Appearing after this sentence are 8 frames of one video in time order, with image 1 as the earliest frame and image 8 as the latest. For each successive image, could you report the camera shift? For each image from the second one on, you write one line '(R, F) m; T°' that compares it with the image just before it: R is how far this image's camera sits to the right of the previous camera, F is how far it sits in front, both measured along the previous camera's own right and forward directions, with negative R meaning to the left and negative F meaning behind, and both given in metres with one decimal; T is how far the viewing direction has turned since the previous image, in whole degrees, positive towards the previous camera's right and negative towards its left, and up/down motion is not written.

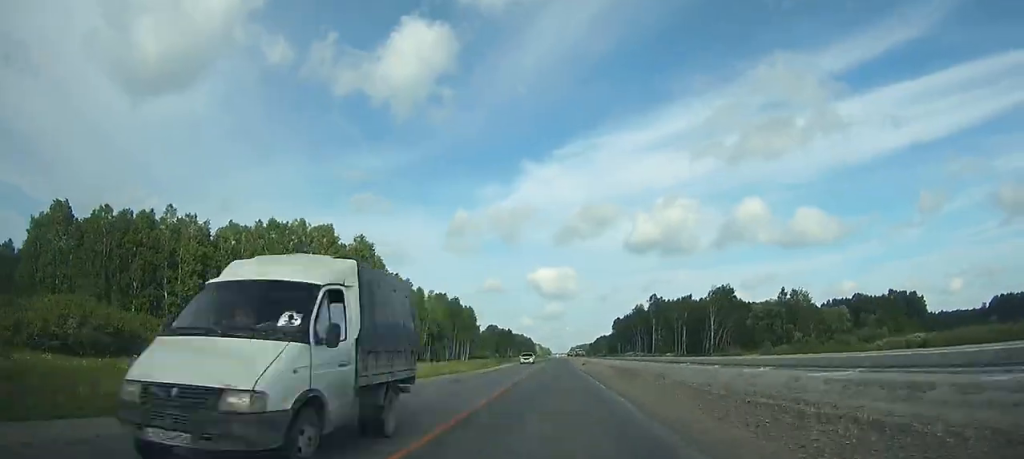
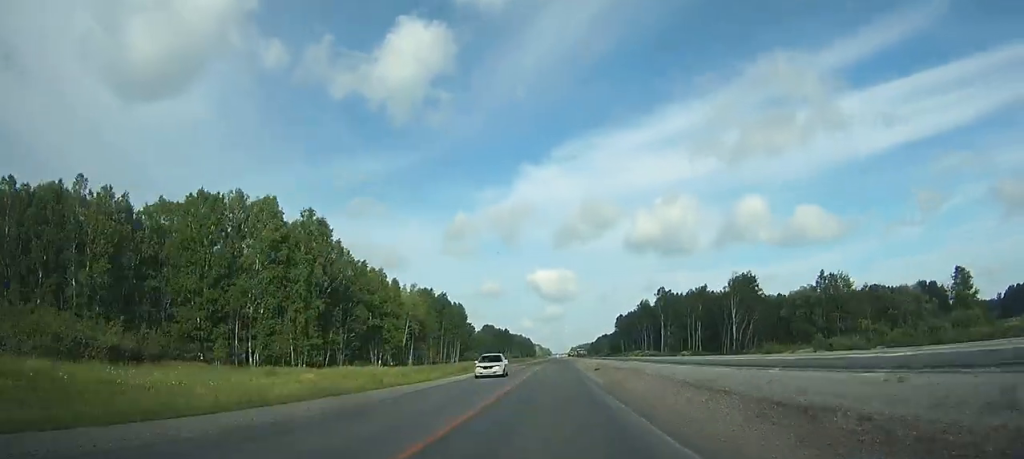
(0.0, +20.6) m; 0°
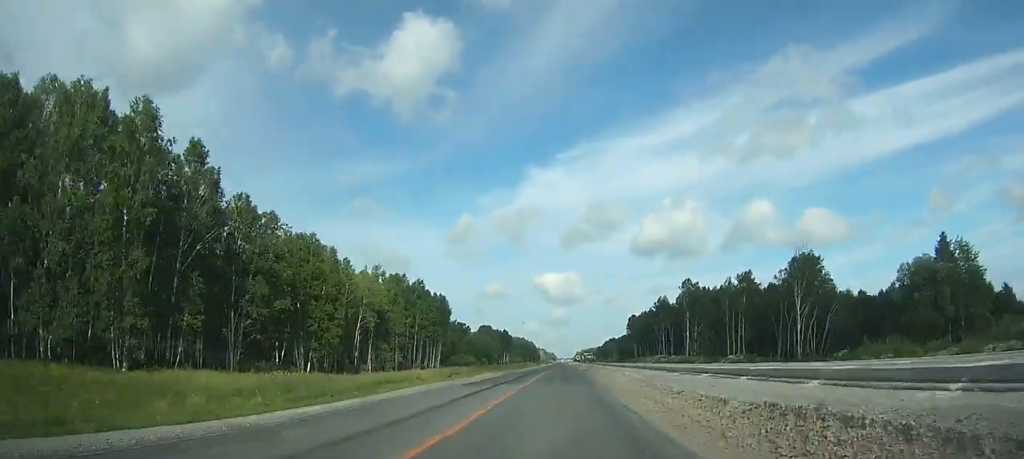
(-0.1, +38.4) m; 0°
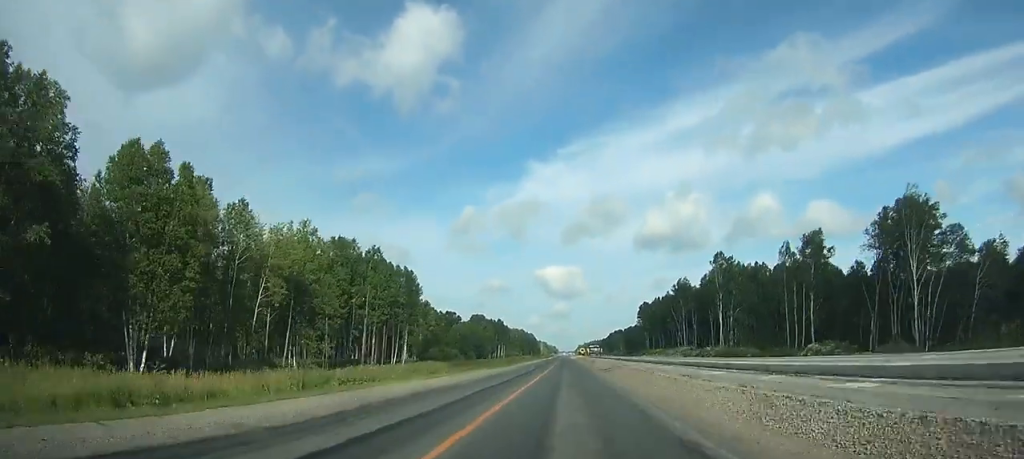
(-0.1, +38.2) m; 0°
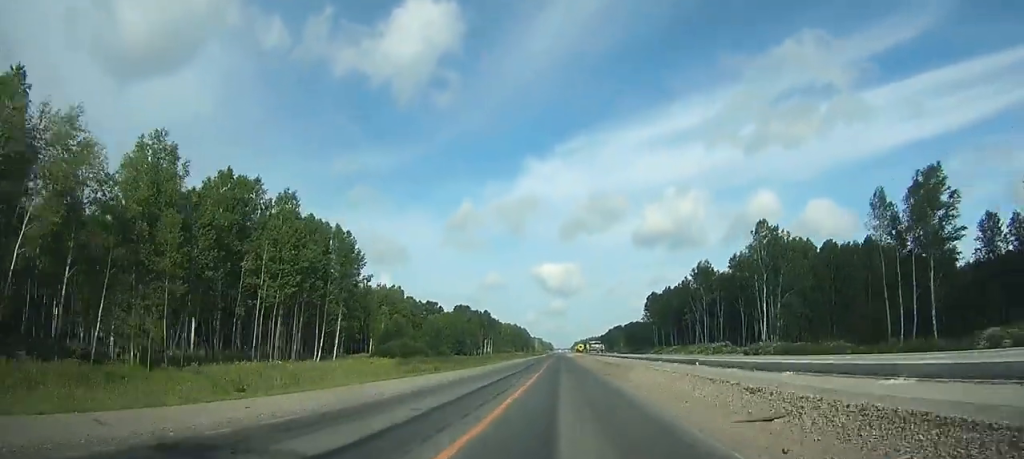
(-0.1, +35.8) m; 0°
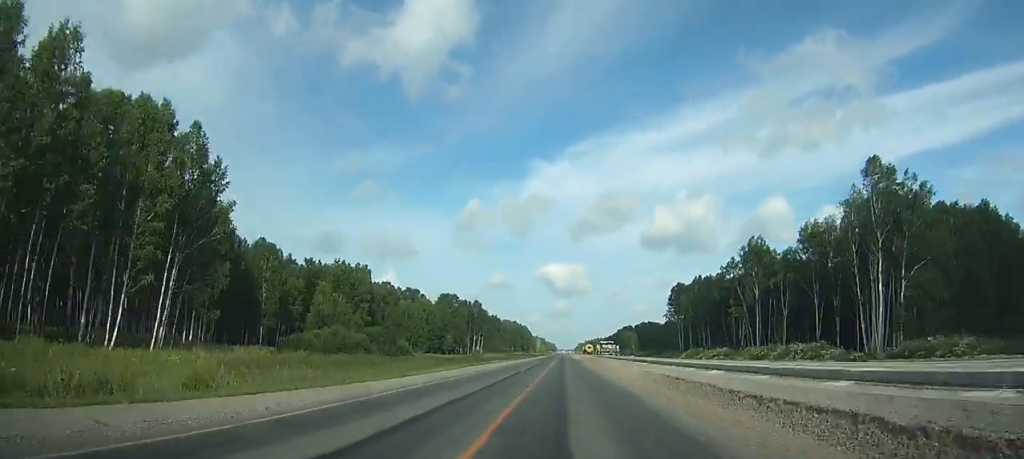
(-0.1, +41.5) m; 0°
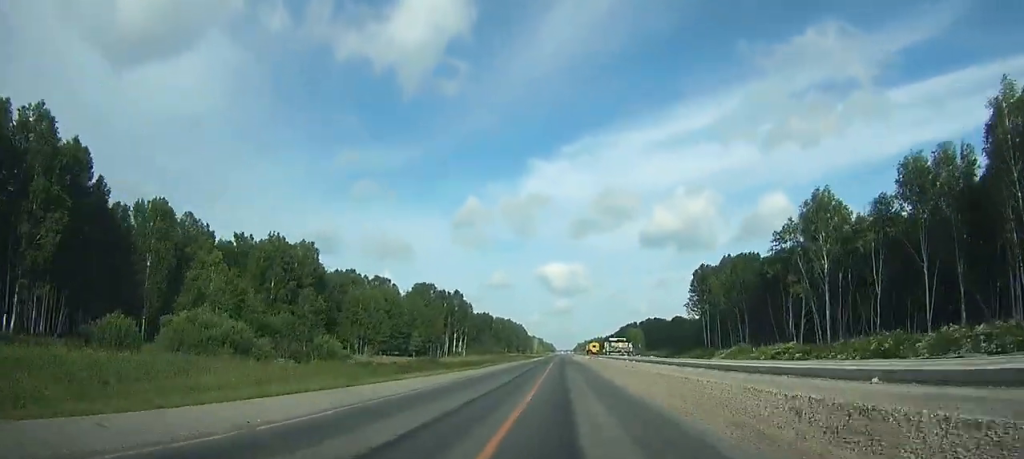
(0.0, +34.7) m; 0°
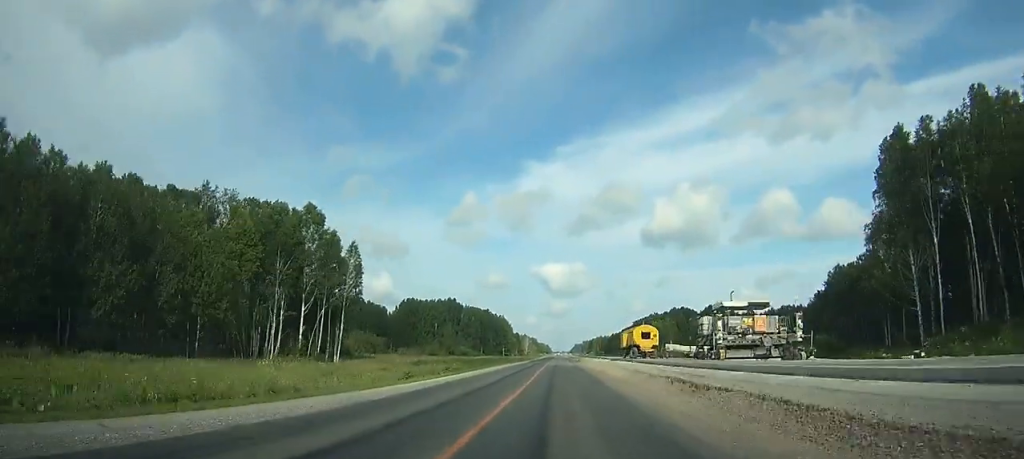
(+0.2, +102.3) m; 0°
